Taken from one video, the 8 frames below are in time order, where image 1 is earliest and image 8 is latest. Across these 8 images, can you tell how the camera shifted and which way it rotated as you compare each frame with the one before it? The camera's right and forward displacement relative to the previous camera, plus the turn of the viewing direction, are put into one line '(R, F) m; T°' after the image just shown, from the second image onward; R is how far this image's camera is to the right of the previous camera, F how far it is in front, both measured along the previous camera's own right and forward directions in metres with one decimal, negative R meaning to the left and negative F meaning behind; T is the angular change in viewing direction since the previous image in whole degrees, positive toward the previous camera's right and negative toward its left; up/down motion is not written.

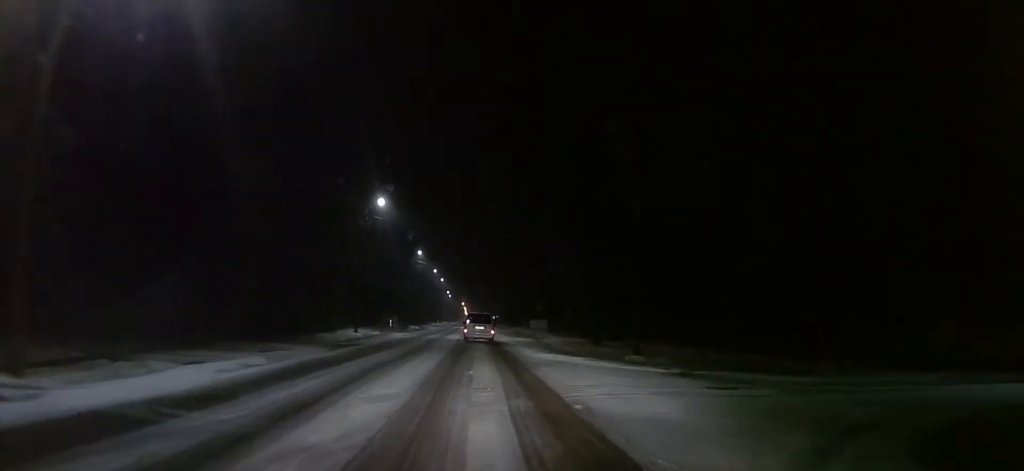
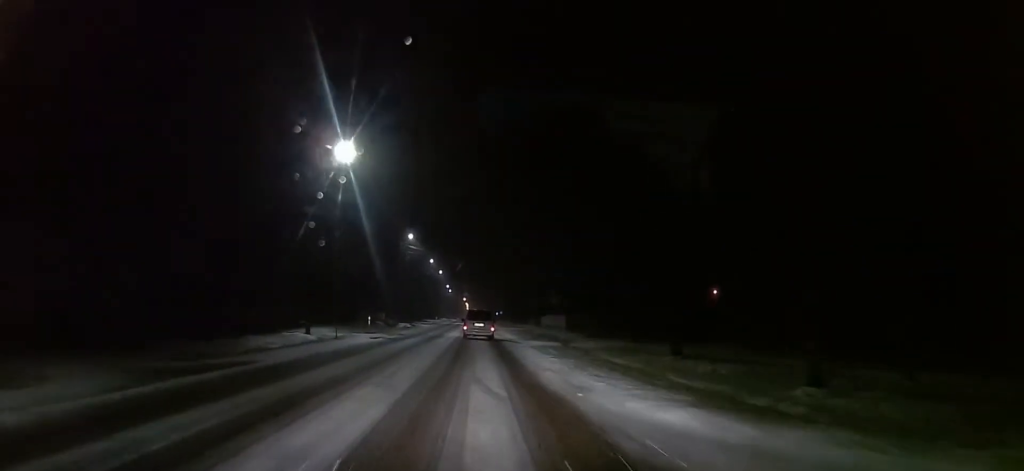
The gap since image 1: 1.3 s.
(+0.4, +15.4) m; +1°
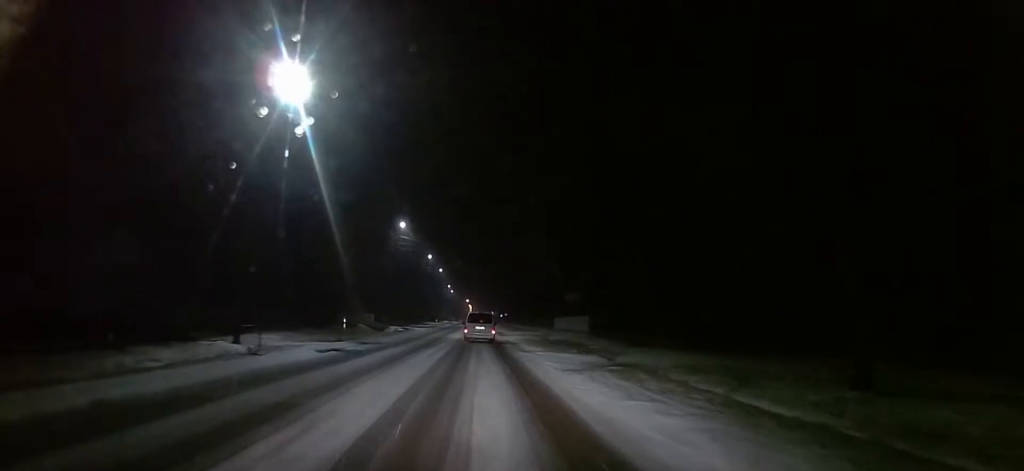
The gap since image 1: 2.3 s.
(-0.1, +11.8) m; -2°
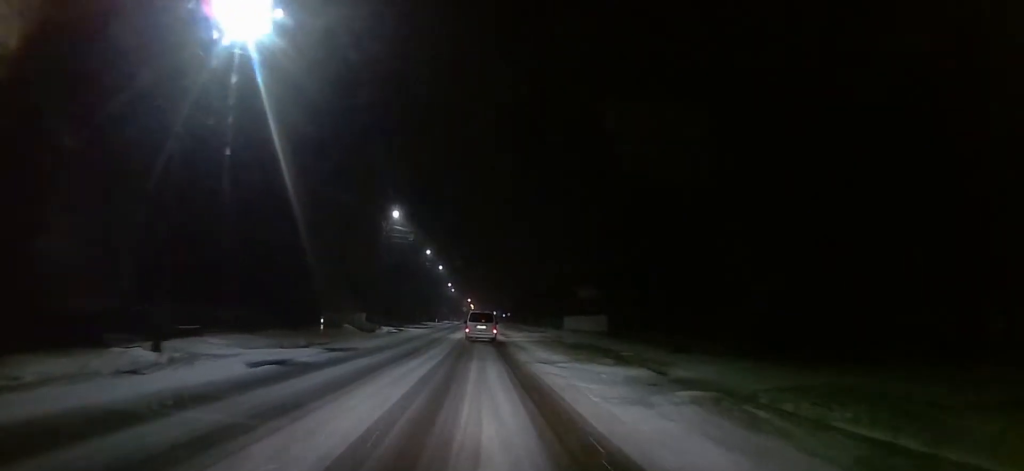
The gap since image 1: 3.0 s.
(-0.1, +7.7) m; -1°
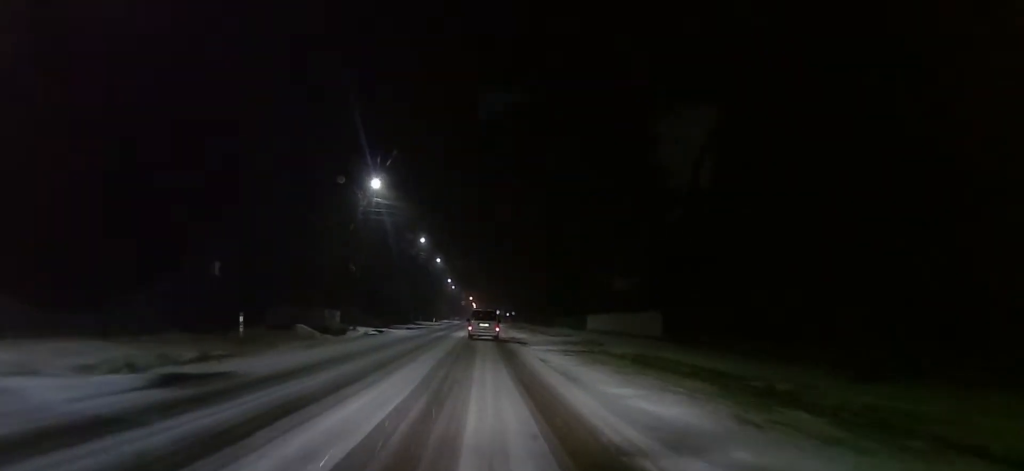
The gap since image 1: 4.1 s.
(0.0, +13.8) m; +1°
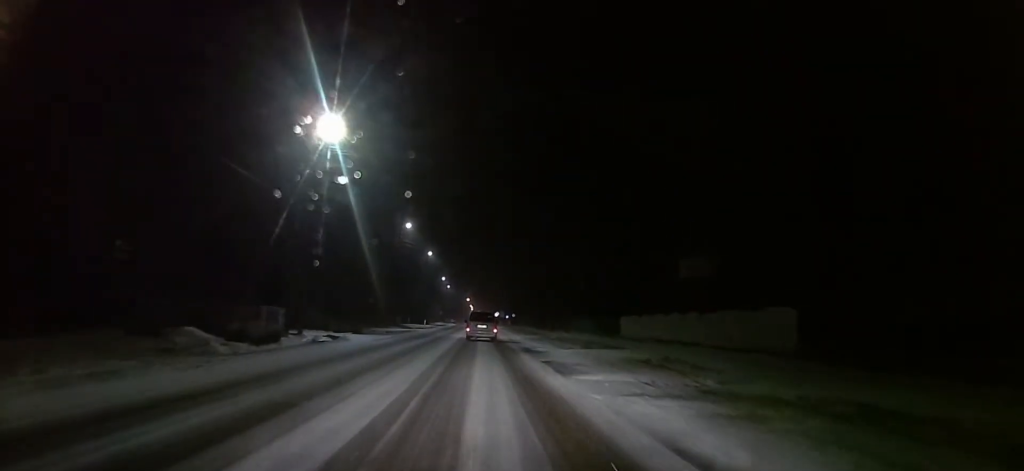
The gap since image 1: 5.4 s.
(+0.2, +14.9) m; +1°
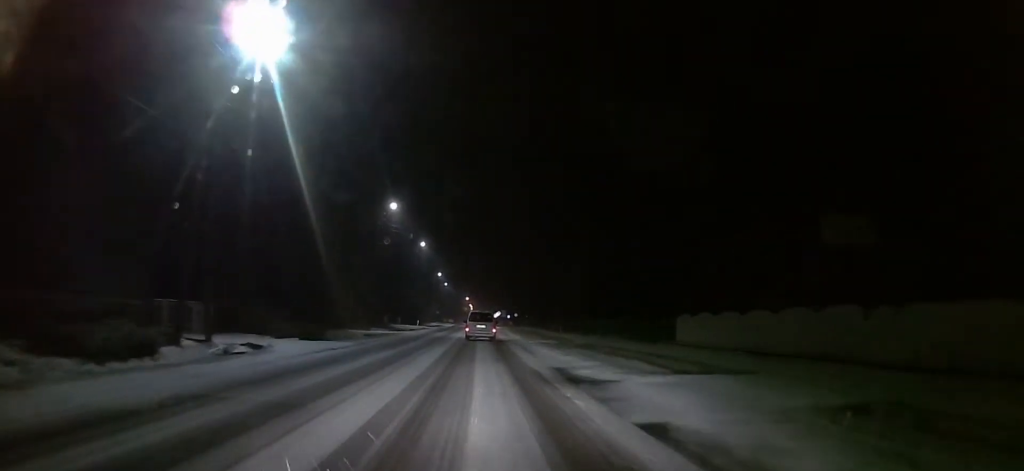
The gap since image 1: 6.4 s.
(-0.1, +12.3) m; -1°
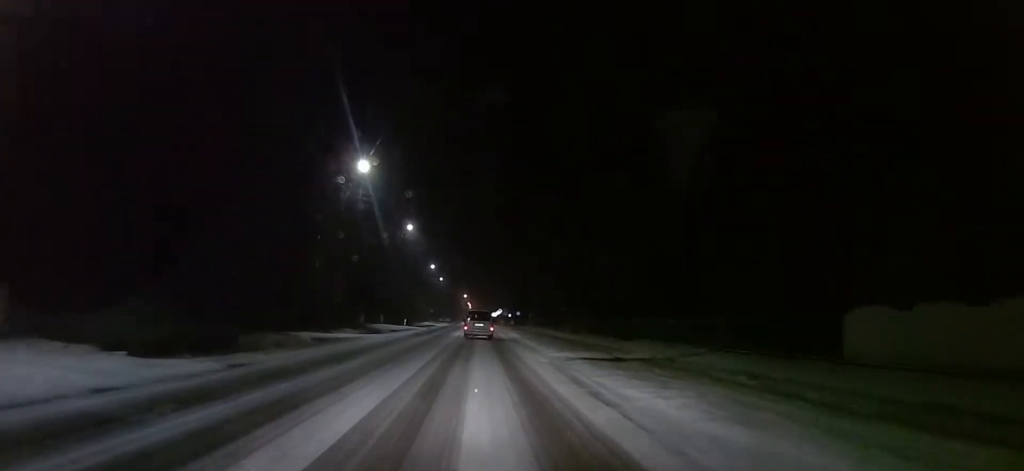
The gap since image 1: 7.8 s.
(-0.2, +15.8) m; 0°
